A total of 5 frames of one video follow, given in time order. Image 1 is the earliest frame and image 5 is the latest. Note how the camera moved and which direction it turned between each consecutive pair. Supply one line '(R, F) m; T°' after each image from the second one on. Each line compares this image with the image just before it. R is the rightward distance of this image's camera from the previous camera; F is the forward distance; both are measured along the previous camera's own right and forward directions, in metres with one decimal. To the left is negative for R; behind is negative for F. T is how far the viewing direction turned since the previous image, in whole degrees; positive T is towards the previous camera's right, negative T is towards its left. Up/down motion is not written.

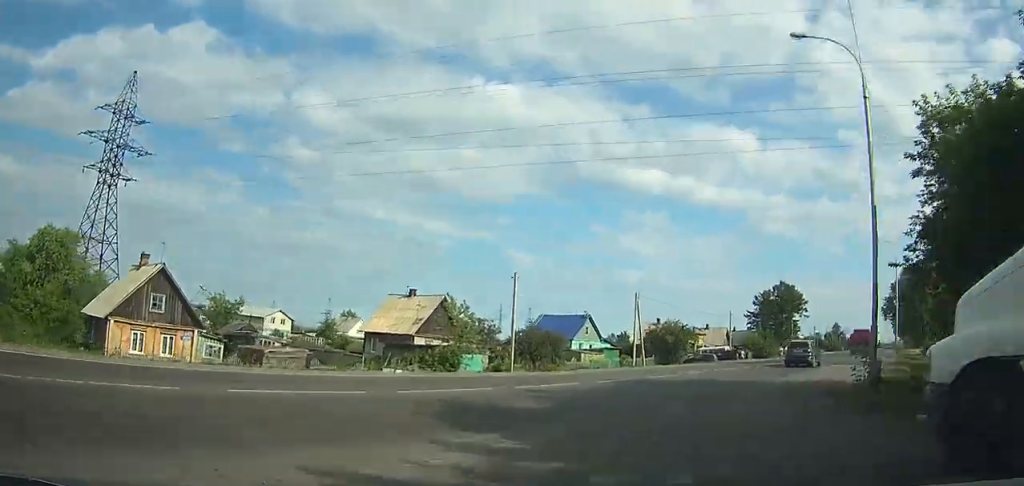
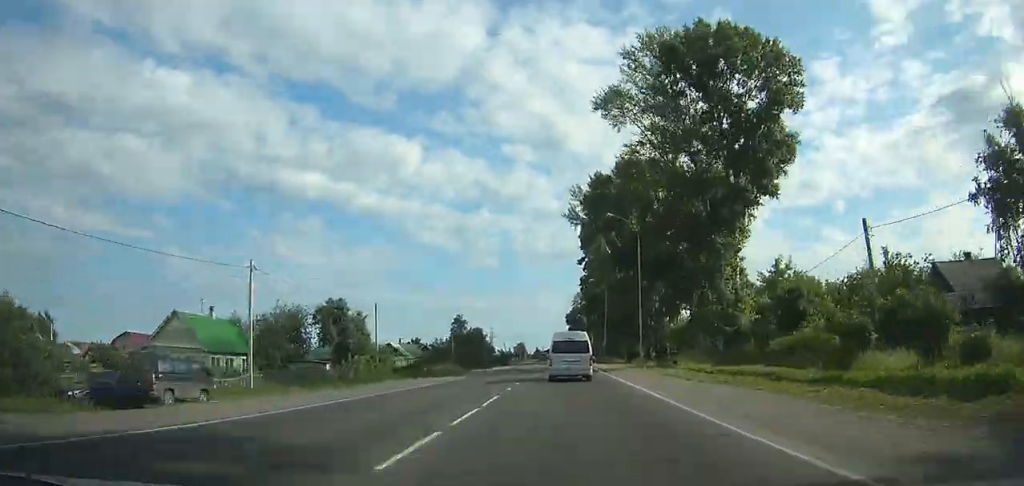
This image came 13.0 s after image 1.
(+63.1, +153.9) m; +25°
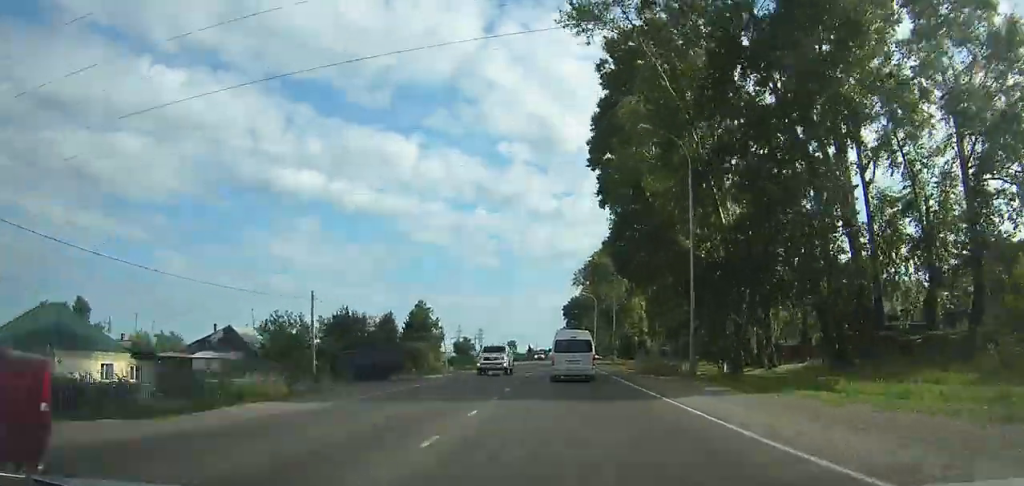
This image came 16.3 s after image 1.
(0.0, +55.6) m; 0°
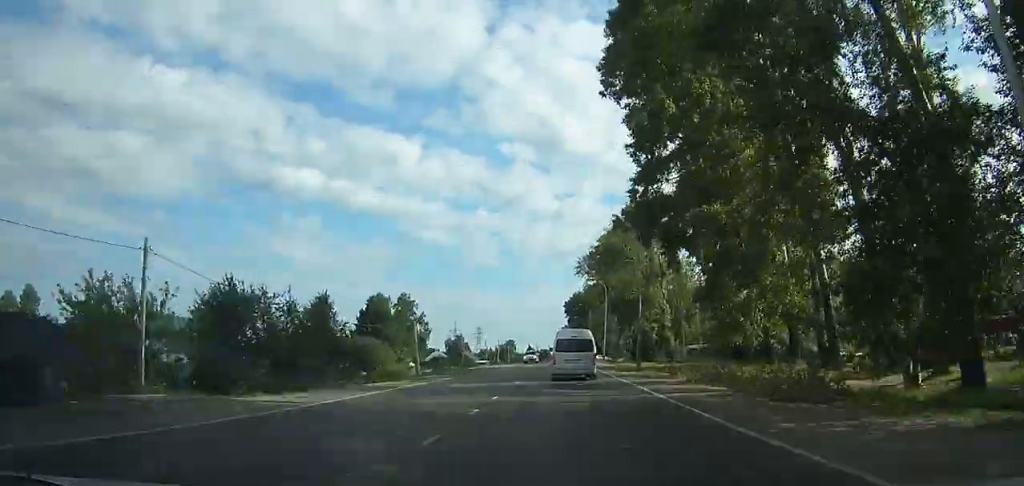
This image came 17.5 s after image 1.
(0.0, +20.6) m; 0°
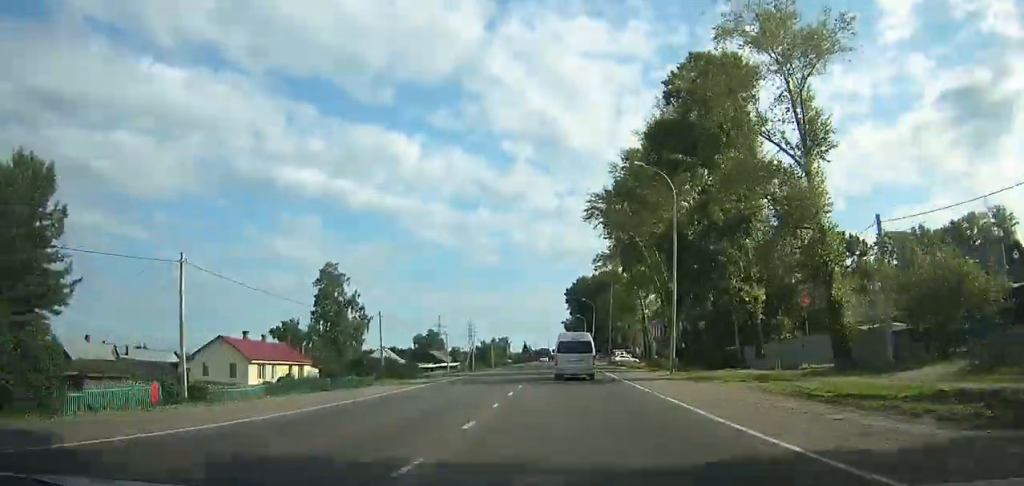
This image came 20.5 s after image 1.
(0.0, +52.0) m; -3°
